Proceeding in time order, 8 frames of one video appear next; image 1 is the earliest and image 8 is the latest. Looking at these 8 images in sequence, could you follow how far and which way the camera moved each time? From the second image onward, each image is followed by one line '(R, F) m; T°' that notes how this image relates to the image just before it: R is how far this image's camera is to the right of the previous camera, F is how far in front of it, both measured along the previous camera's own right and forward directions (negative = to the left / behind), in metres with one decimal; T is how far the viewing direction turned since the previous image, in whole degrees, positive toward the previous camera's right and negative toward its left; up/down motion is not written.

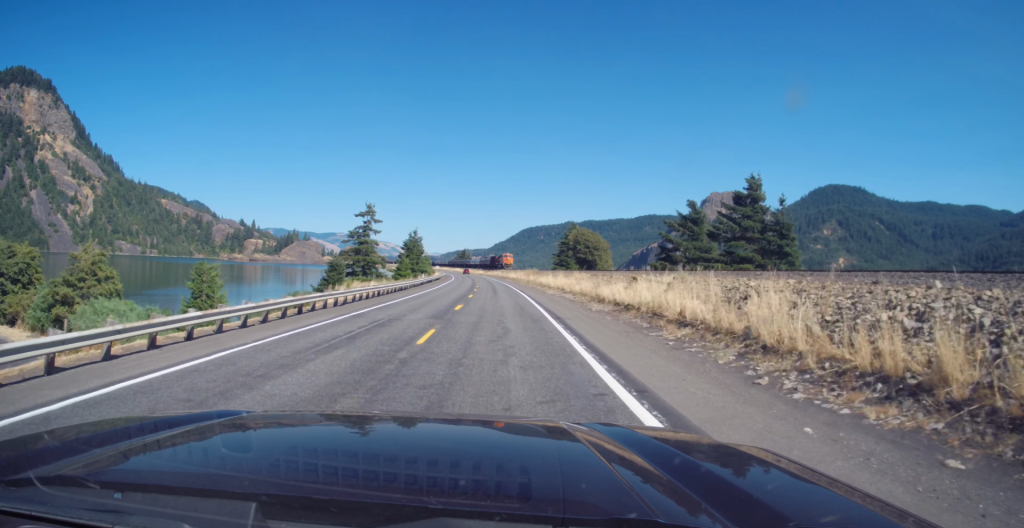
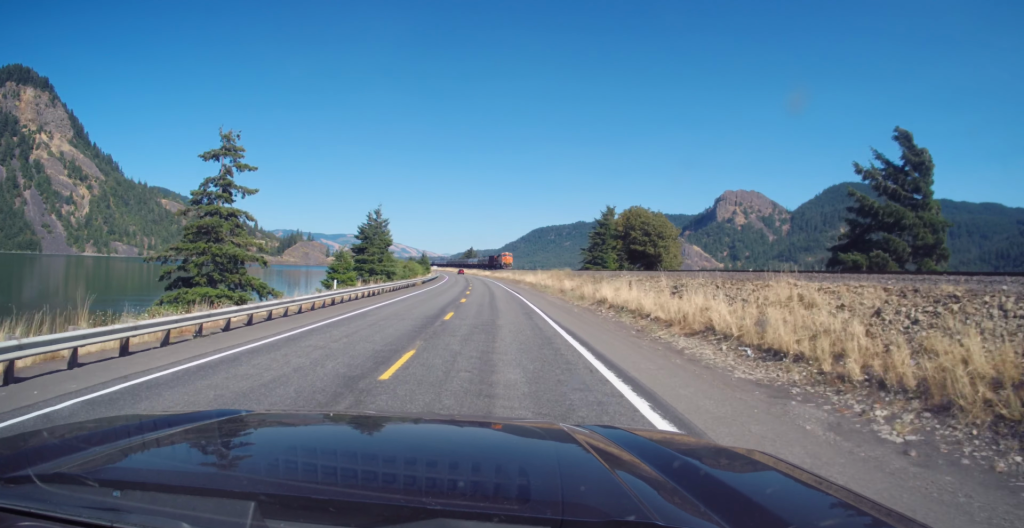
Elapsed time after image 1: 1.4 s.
(-0.6, +41.1) m; -2°
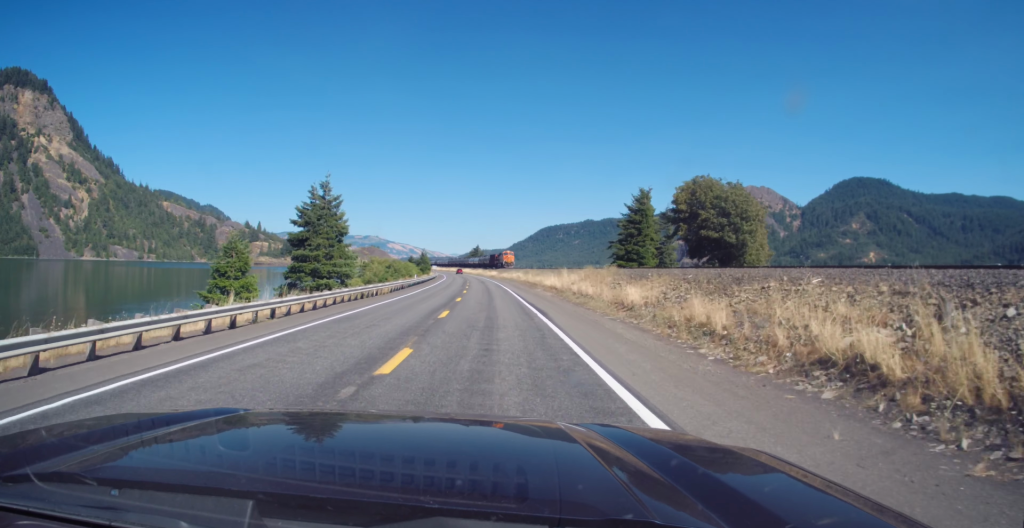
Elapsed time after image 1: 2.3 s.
(-0.1, +23.4) m; -1°
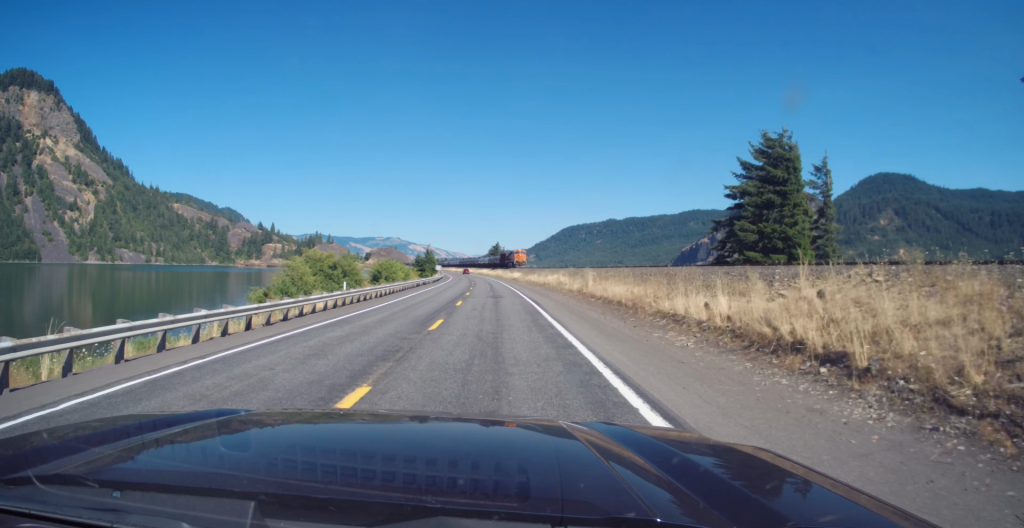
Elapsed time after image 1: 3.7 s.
(-0.7, +41.1) m; -2°
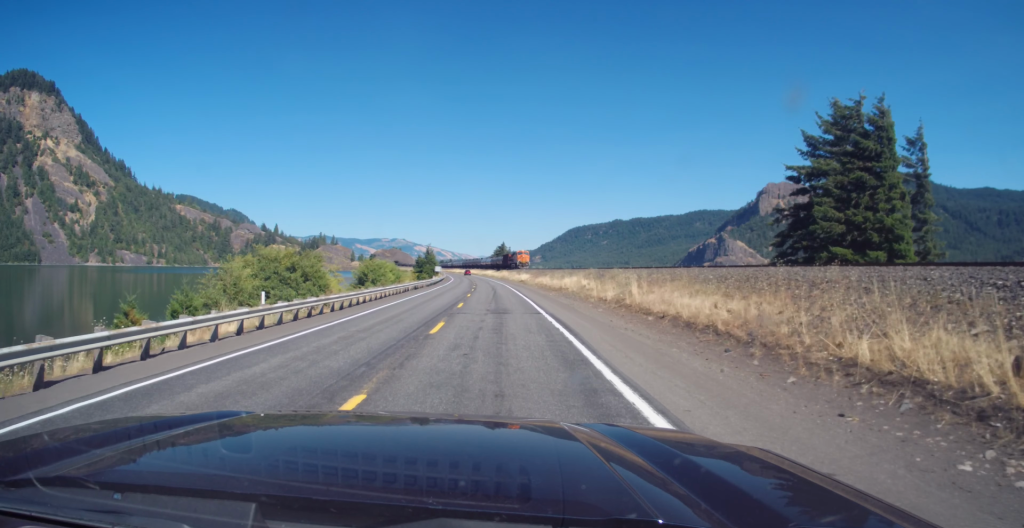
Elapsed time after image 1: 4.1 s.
(0.0, +12.4) m; 0°
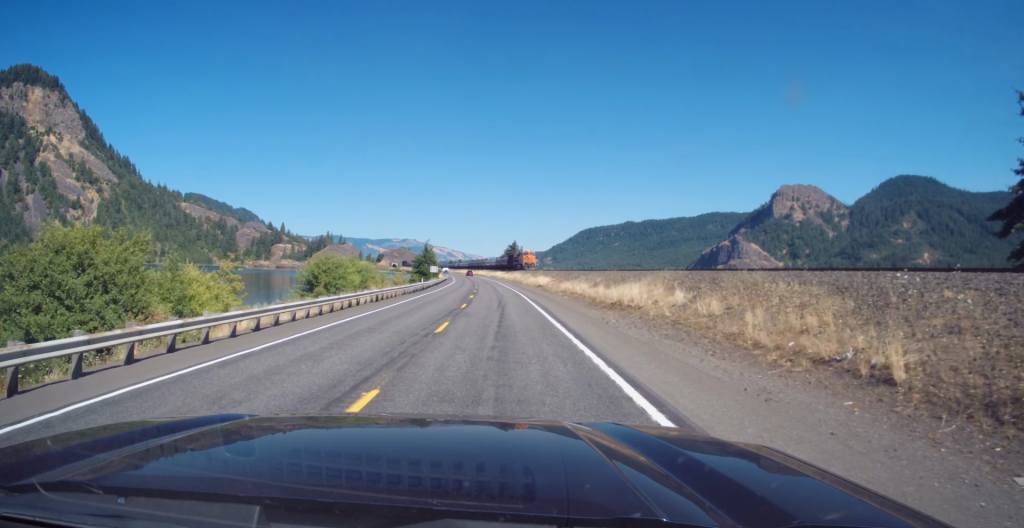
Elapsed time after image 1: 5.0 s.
(-0.1, +23.9) m; -1°
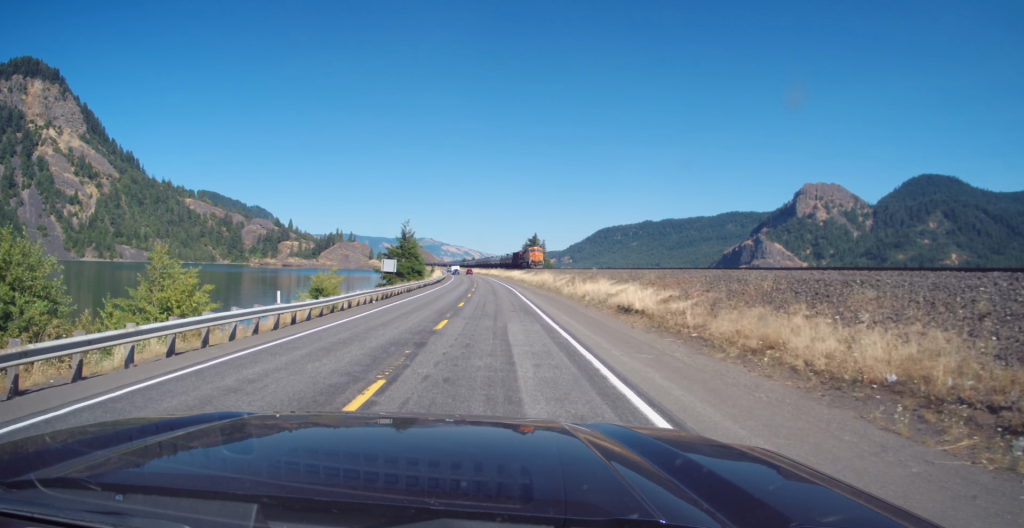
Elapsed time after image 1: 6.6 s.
(+0.1, +48.3) m; -1°
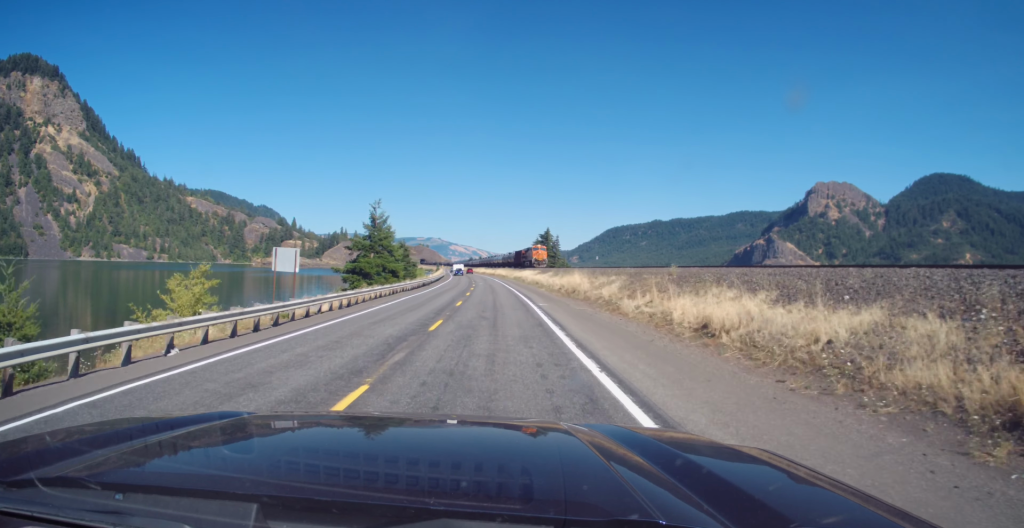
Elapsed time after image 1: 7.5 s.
(-0.9, +24.7) m; -2°
